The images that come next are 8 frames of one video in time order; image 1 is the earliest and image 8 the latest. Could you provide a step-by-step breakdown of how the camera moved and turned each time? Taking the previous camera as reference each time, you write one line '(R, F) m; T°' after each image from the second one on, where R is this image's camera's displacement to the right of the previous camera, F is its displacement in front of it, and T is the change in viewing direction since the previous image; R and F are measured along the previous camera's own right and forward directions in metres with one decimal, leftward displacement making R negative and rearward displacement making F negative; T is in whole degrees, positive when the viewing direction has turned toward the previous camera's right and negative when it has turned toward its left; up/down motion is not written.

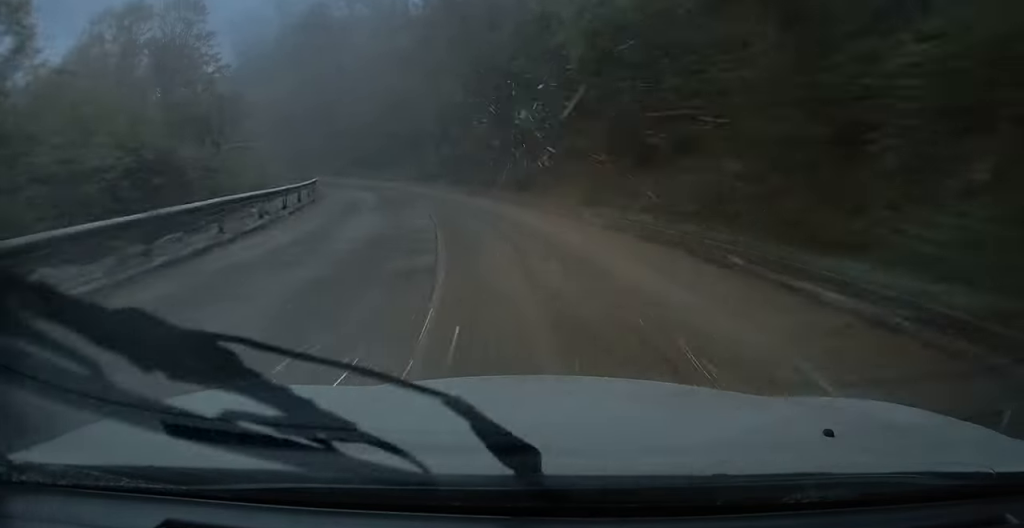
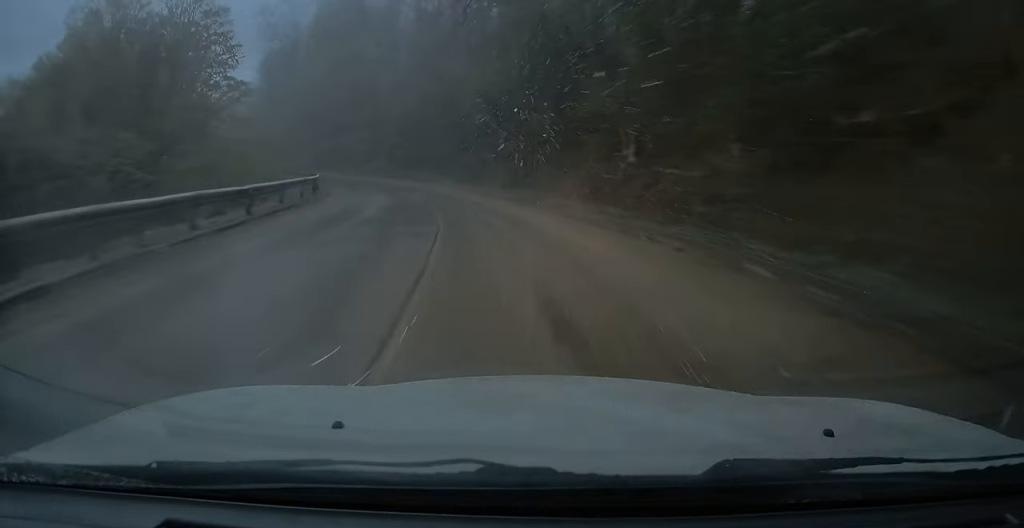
(-0.4, +8.7) m; -6°
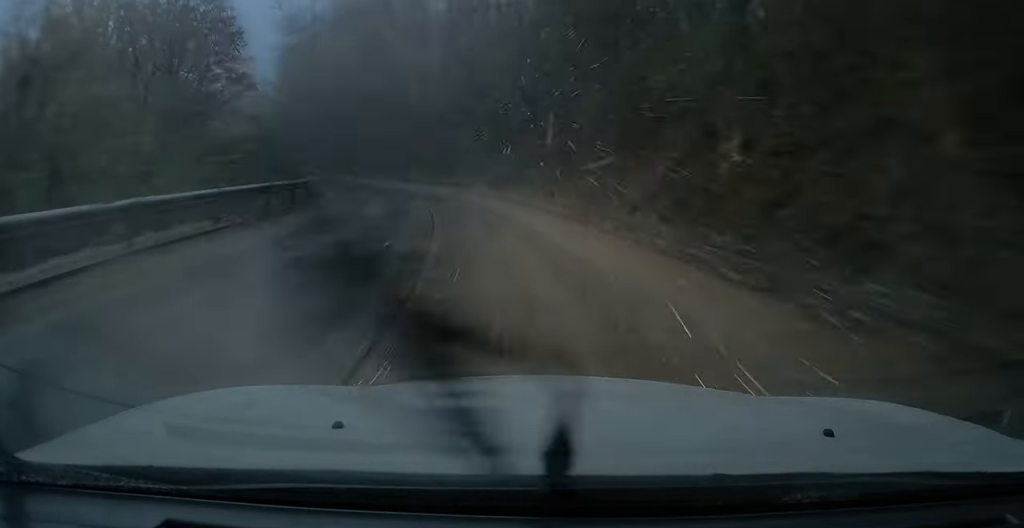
(-0.2, +6.5) m; -4°
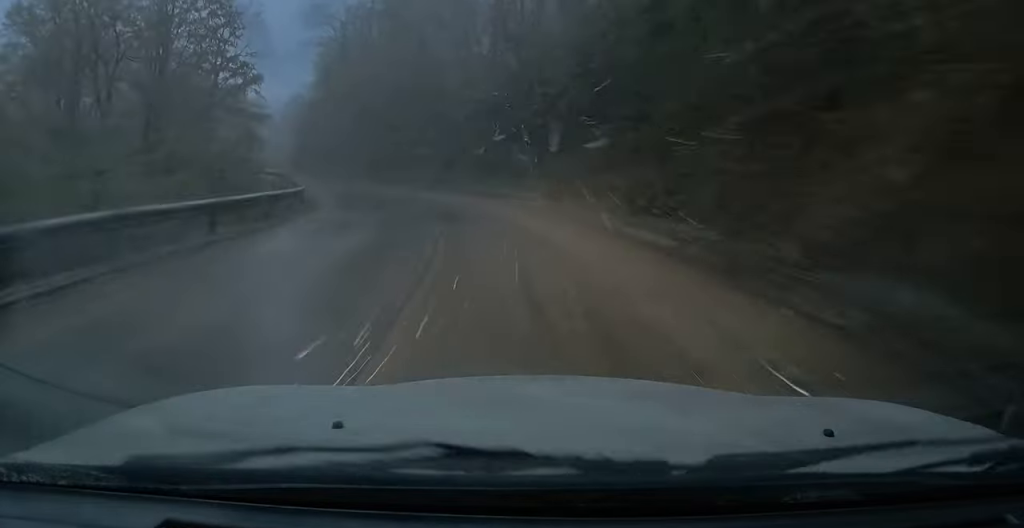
(-0.4, +8.8) m; -6°
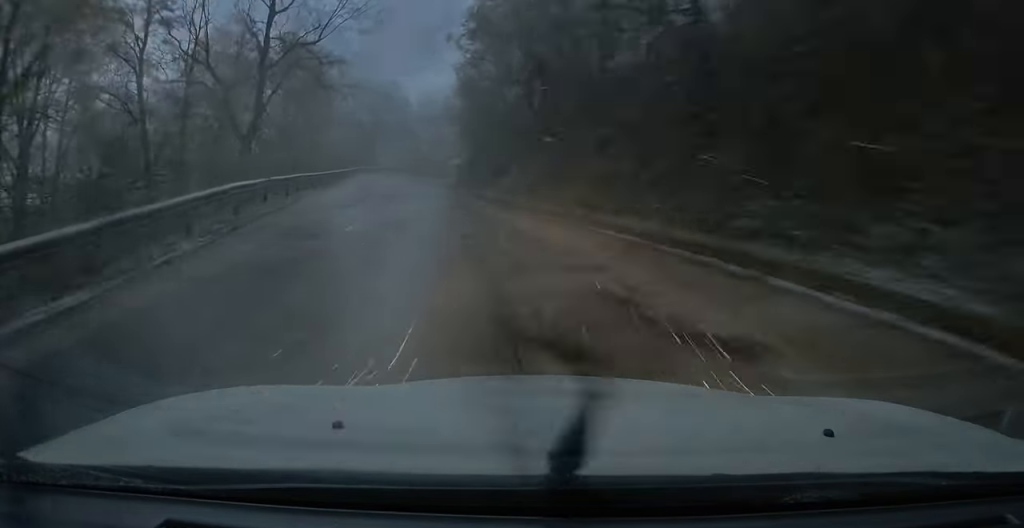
(-4.8, +28.0) m; -17°
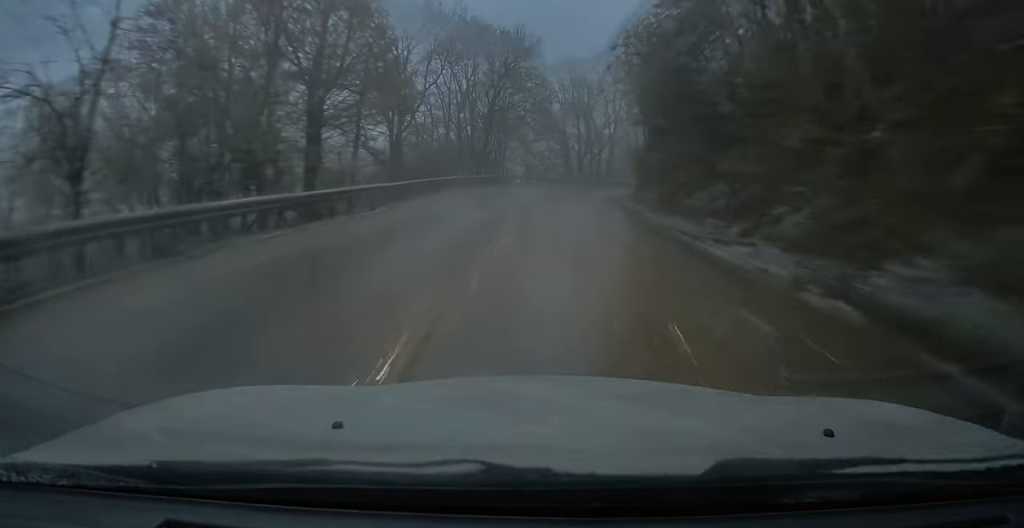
(-3.1, +31.0) m; -7°
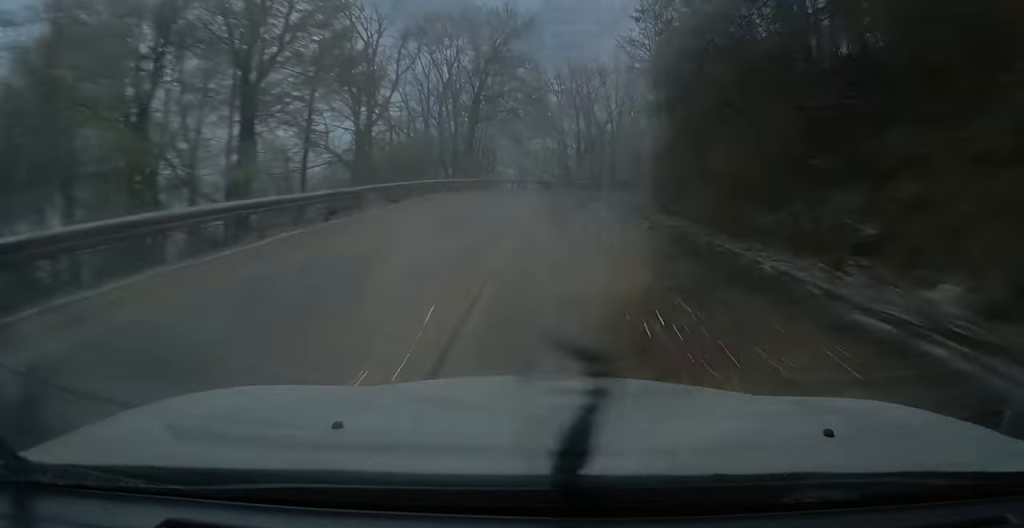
(0.0, +8.2) m; +1°
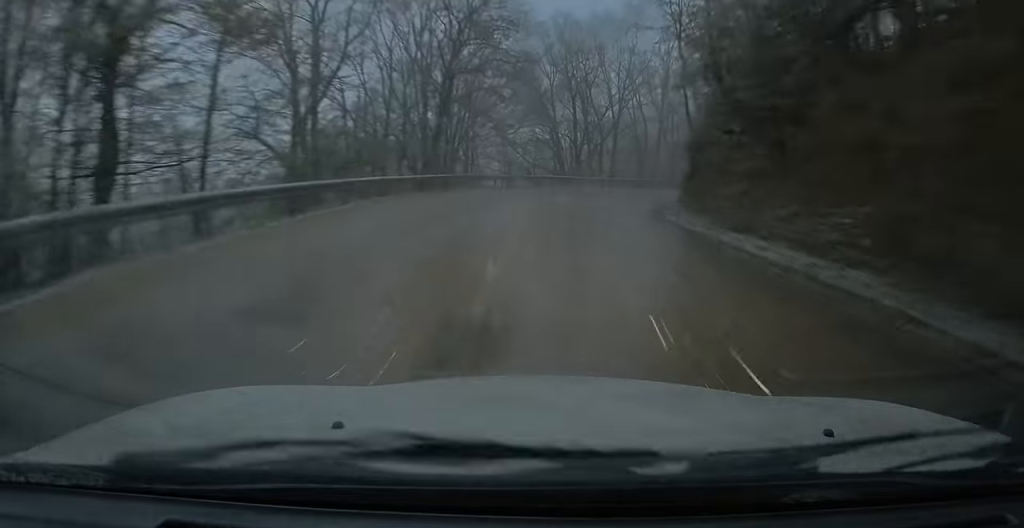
(-0.1, +9.4) m; +2°
